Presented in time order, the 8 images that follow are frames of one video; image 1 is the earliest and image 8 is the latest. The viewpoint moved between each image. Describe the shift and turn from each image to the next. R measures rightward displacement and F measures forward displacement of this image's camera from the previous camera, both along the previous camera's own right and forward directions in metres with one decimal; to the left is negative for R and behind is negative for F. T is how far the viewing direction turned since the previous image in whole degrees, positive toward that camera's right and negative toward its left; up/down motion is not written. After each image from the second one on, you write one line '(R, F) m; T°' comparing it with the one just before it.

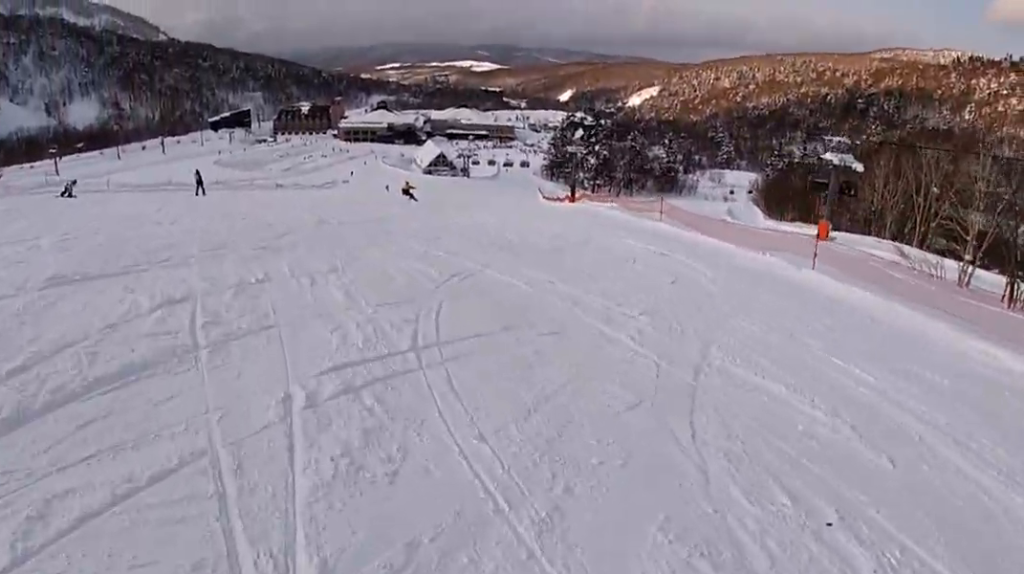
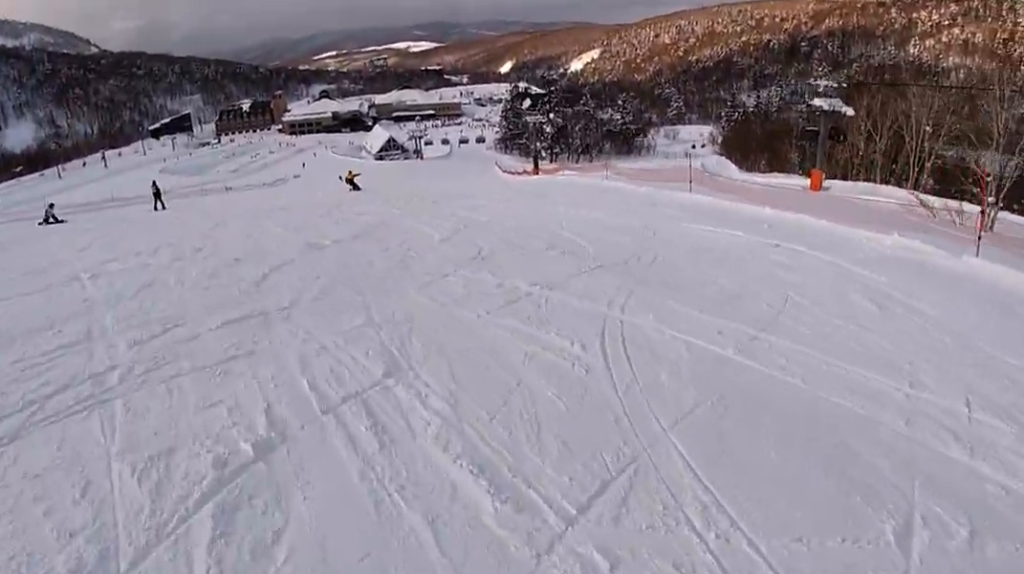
(0.0, +4.7) m; 0°
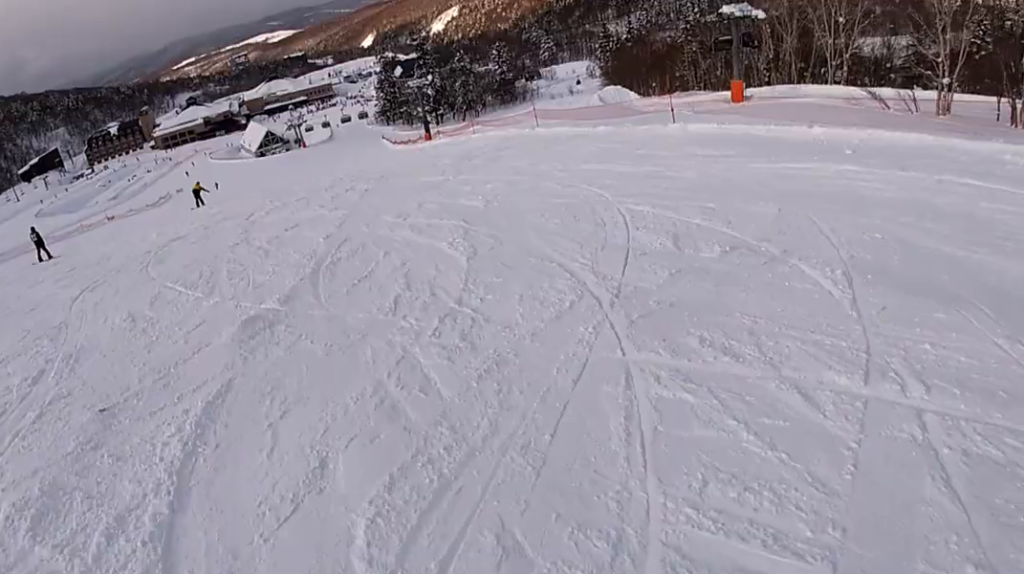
(0.0, +5.4) m; +1°
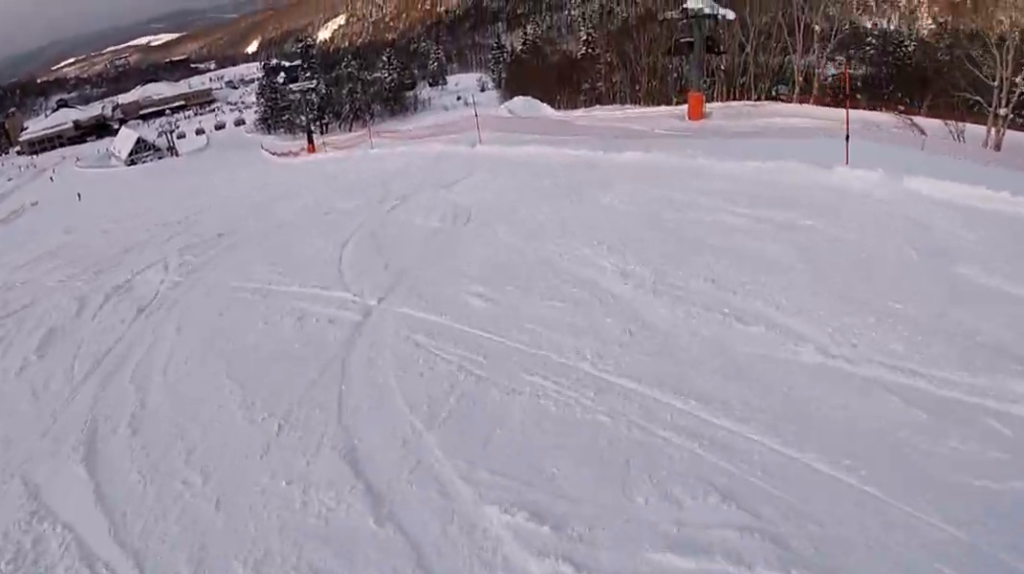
(+1.8, +11.4) m; +21°
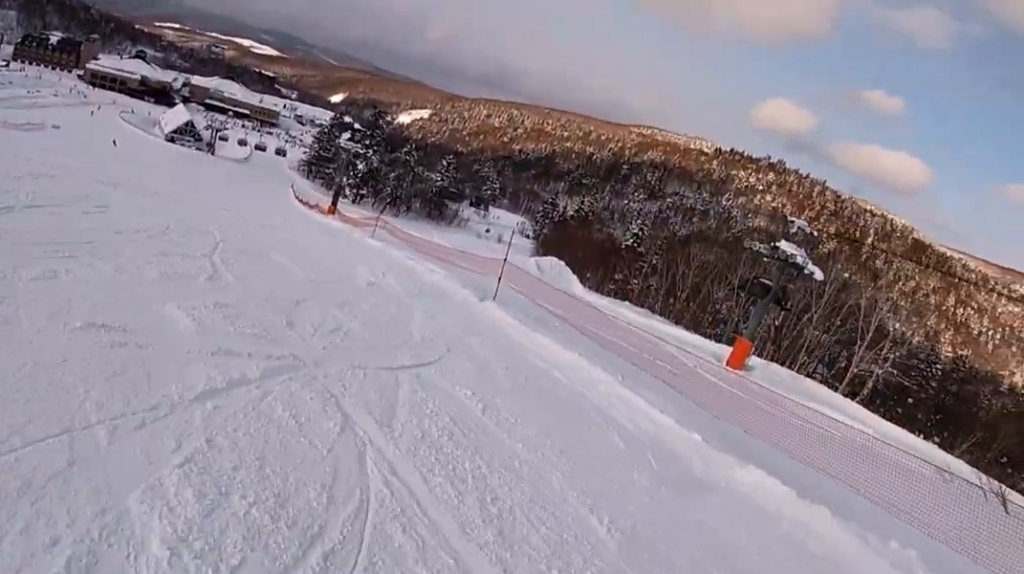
(+1.4, +7.1) m; +4°
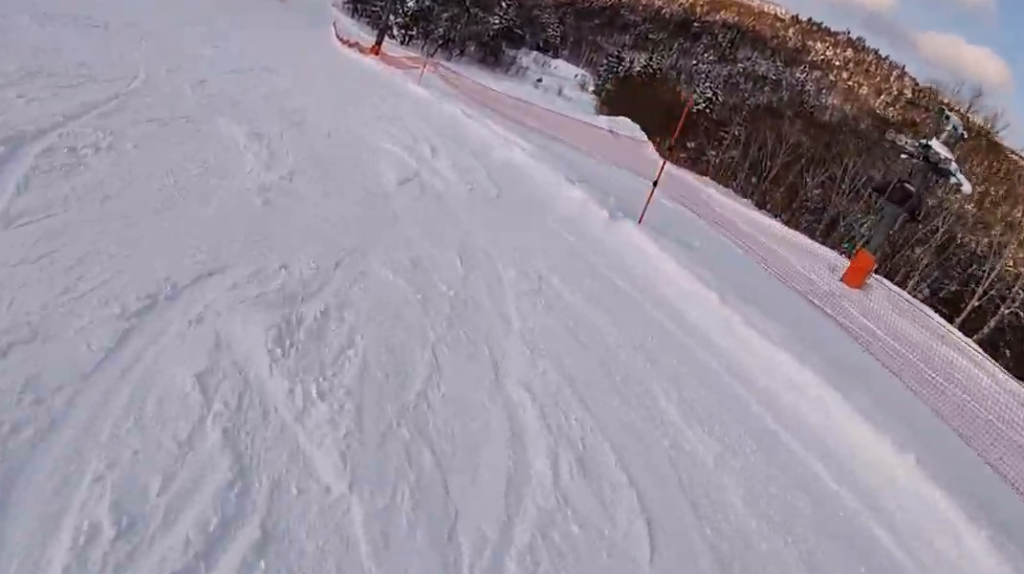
(-0.6, +6.5) m; -9°
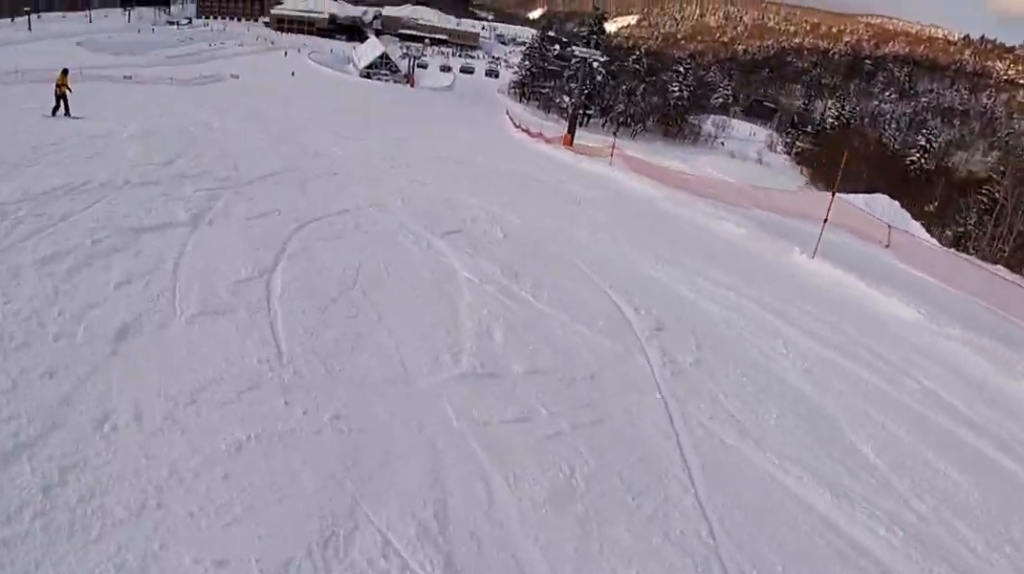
(-1.4, +11.6) m; -17°
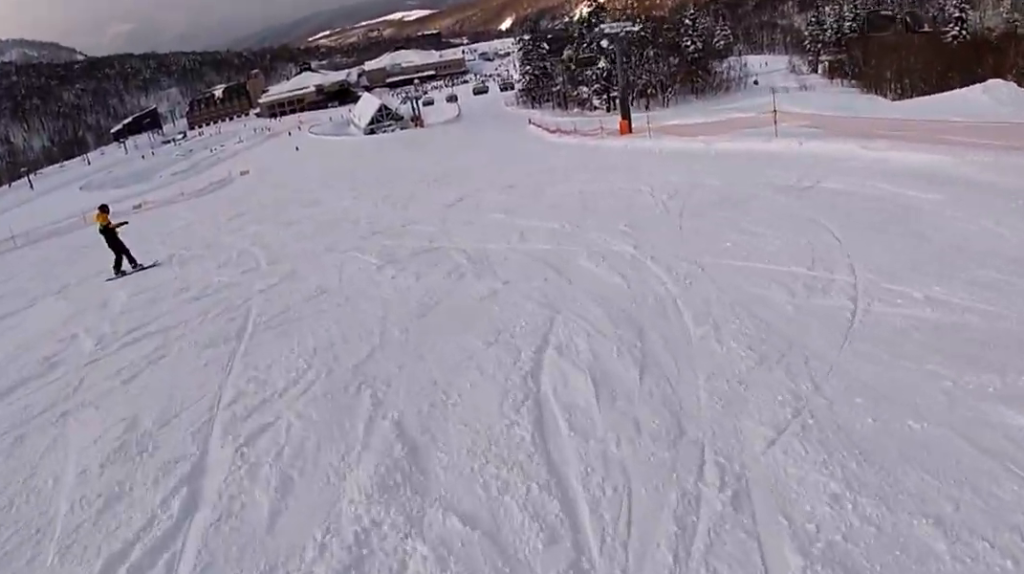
(-1.3, +9.0) m; -1°
